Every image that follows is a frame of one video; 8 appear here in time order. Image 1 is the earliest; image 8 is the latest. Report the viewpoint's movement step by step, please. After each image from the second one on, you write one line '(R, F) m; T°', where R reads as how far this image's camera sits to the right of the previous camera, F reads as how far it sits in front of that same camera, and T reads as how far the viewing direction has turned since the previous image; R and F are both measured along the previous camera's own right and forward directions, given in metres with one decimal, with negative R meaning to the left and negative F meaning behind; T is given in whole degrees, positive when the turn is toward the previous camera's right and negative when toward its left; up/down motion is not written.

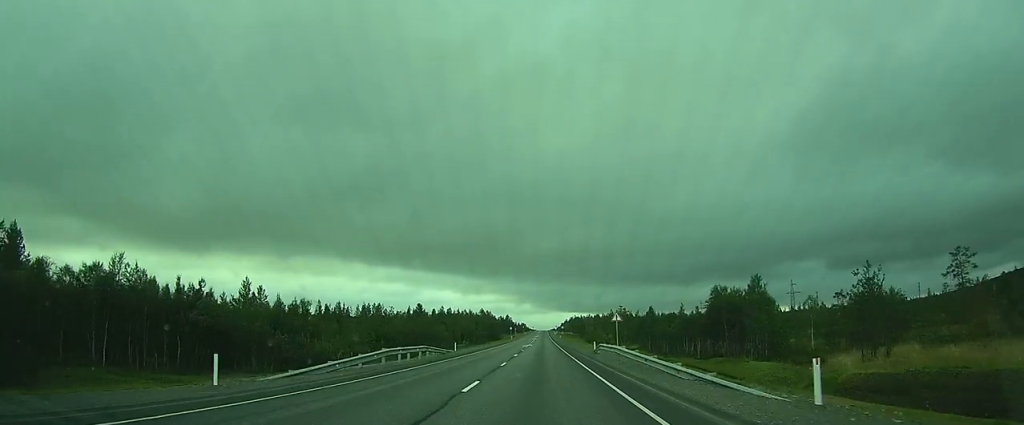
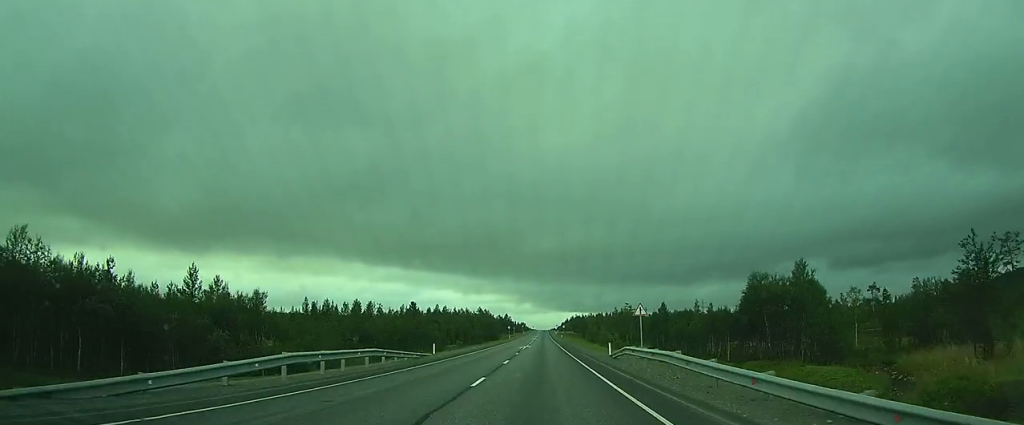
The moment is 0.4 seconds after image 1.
(0.0, +10.7) m; 0°
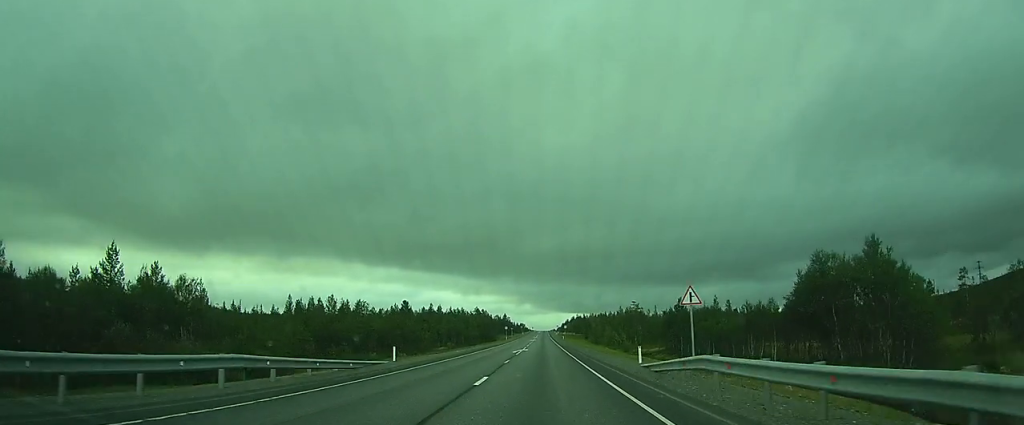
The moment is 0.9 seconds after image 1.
(0.0, +11.6) m; 0°
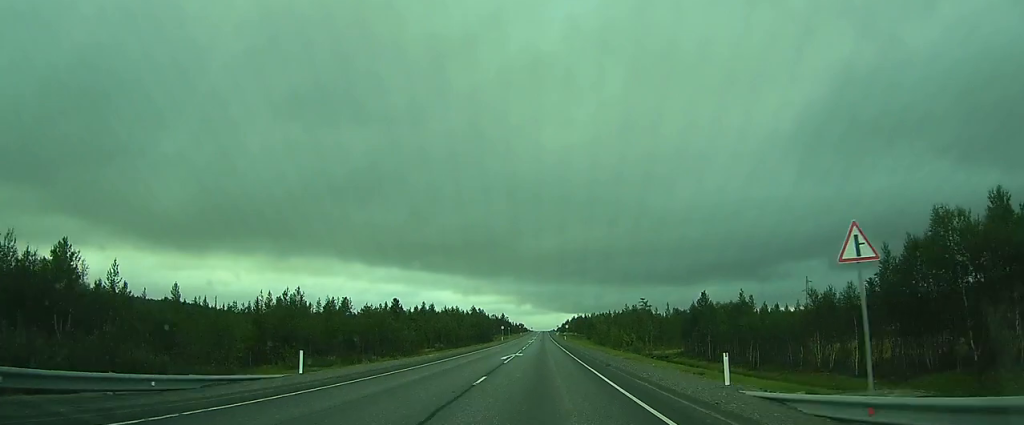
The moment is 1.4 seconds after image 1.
(0.0, +12.4) m; 0°
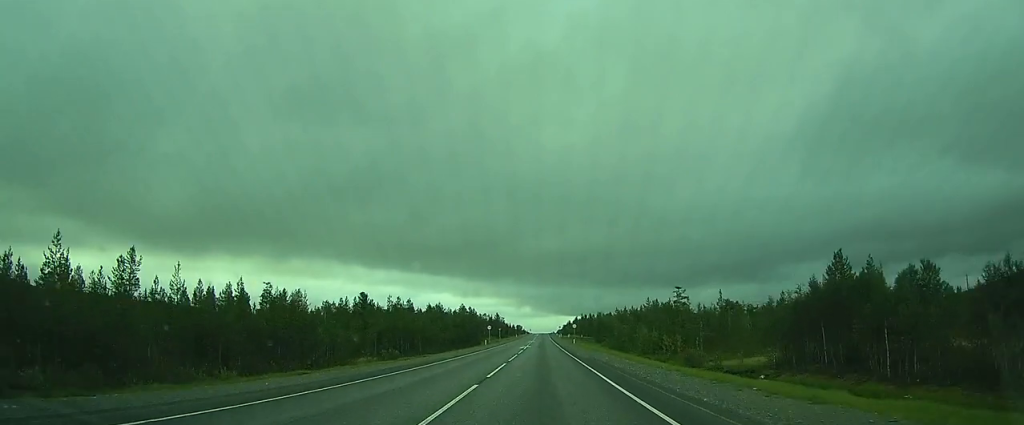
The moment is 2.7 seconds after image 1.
(+0.1, +32.8) m; 0°
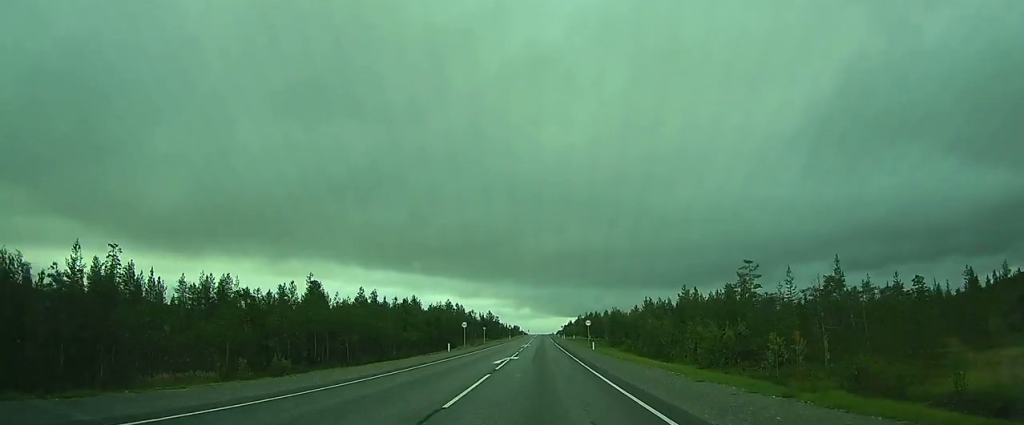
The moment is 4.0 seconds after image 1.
(+0.1, +30.5) m; +1°
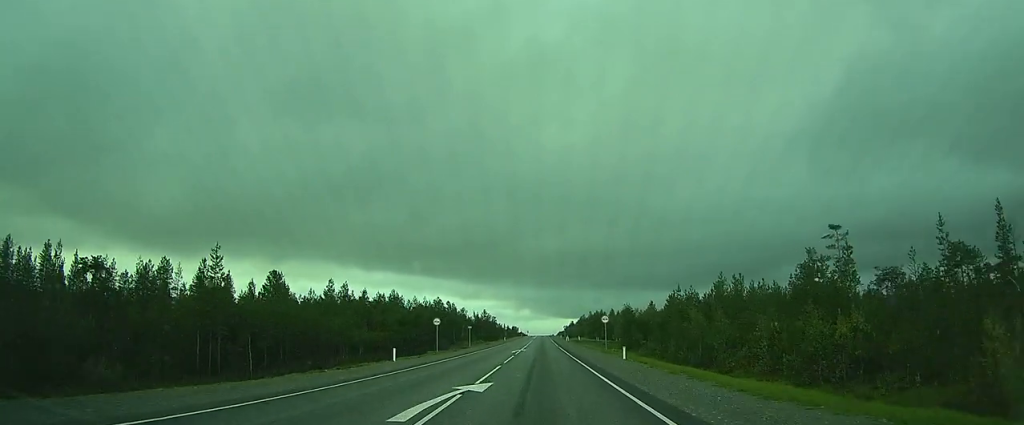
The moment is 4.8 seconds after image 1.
(+0.1, +17.0) m; 0°
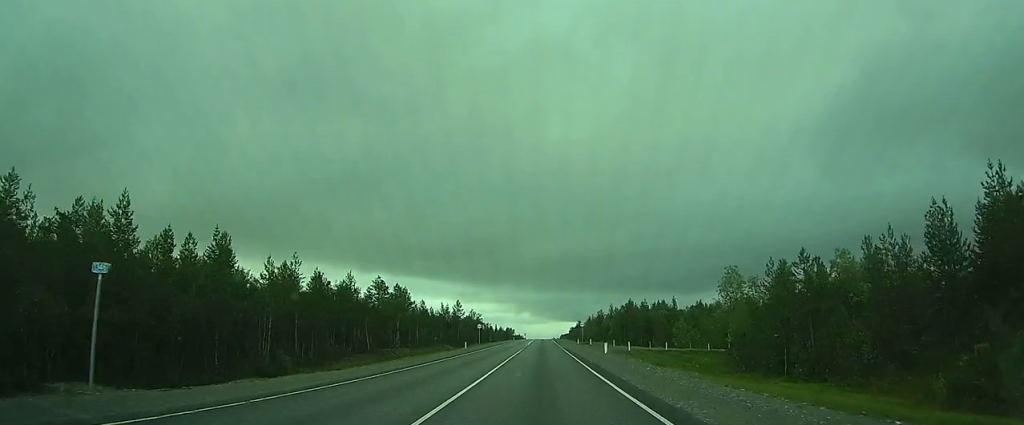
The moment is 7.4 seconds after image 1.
(-0.1, +54.5) m; 0°
